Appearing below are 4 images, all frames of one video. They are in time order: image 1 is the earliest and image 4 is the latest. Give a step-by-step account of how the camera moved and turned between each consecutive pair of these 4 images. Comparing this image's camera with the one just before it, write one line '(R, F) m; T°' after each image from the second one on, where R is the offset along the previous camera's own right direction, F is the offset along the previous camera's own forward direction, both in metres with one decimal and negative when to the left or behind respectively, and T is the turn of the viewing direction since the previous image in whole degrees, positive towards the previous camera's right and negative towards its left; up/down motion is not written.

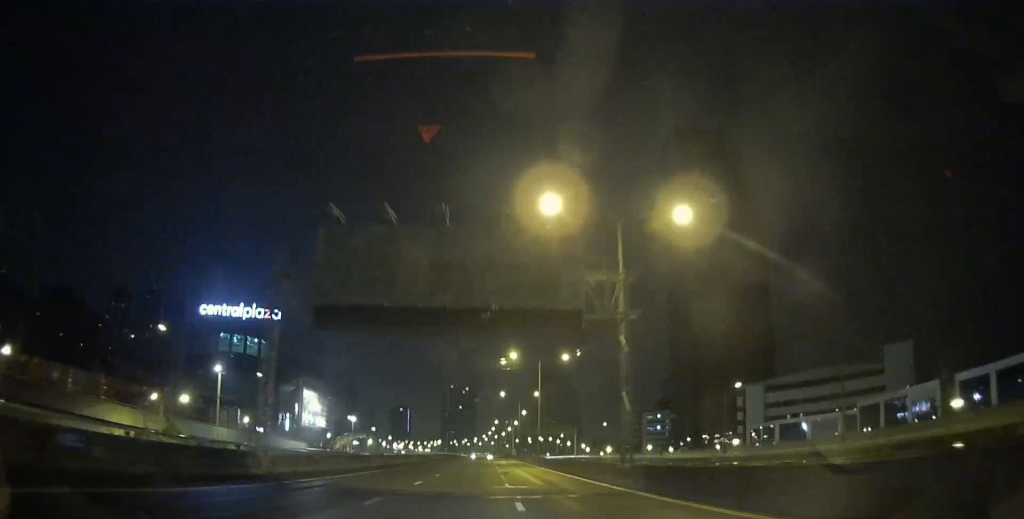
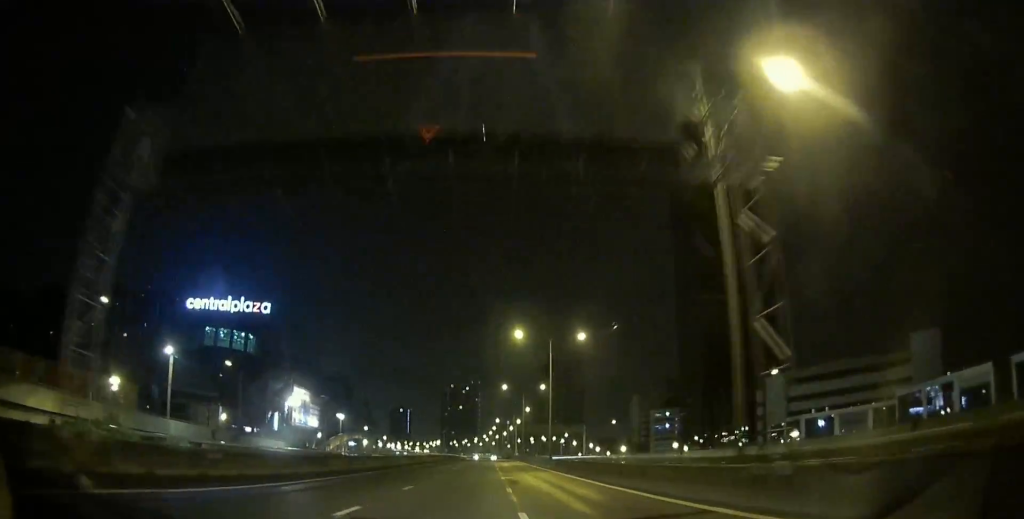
(0.0, +11.9) m; 0°
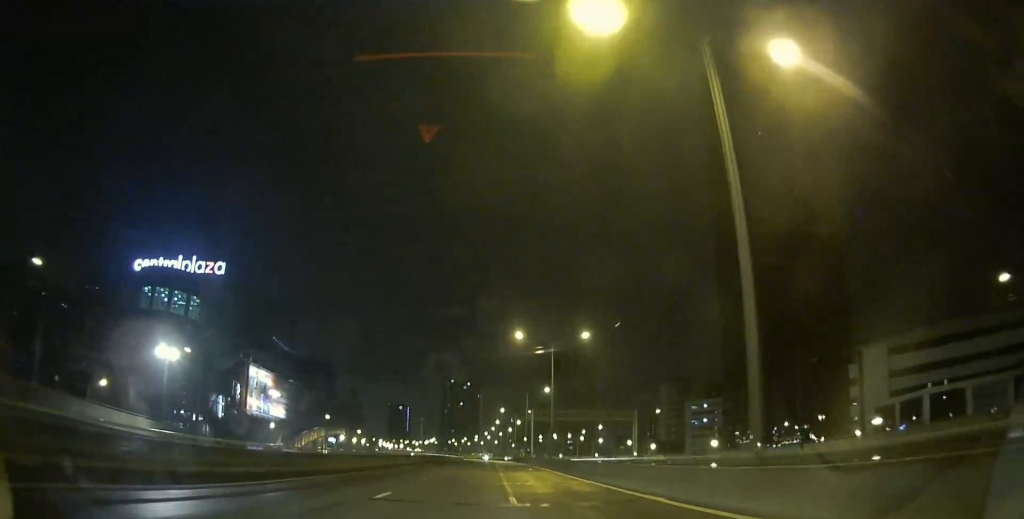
(0.0, +41.1) m; 0°
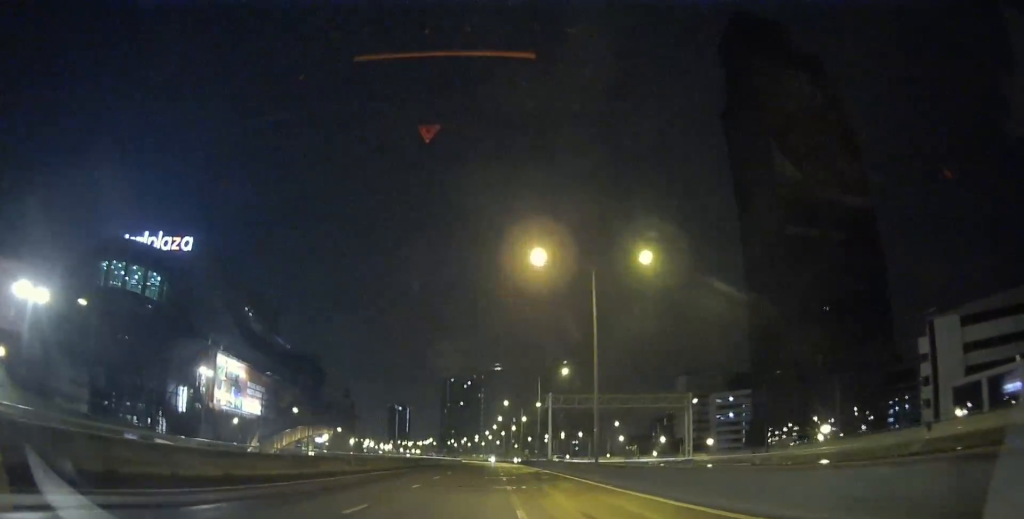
(0.0, +21.2) m; 0°
